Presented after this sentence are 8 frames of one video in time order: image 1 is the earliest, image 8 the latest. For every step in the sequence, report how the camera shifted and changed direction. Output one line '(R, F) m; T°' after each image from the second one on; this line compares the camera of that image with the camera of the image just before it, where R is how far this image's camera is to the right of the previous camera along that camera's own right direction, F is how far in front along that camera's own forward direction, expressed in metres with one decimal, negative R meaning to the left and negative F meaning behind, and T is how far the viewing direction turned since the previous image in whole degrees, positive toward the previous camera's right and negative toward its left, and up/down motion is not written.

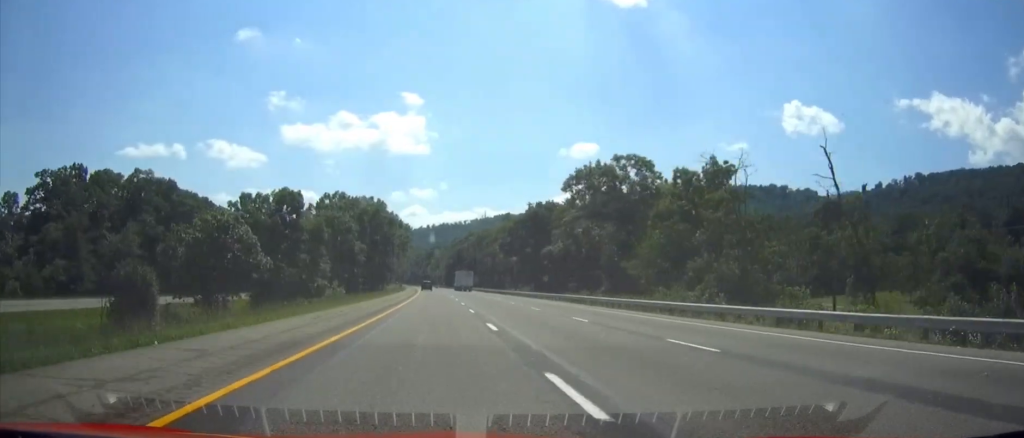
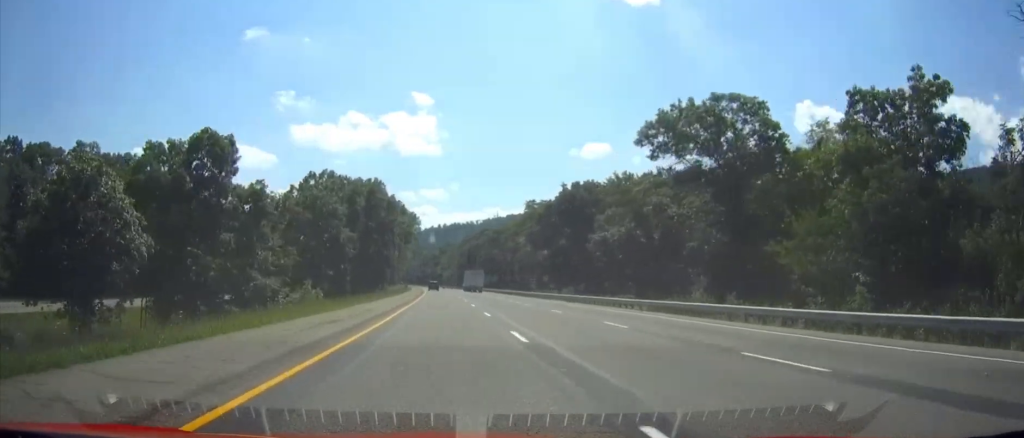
(-0.2, +28.0) m; -1°
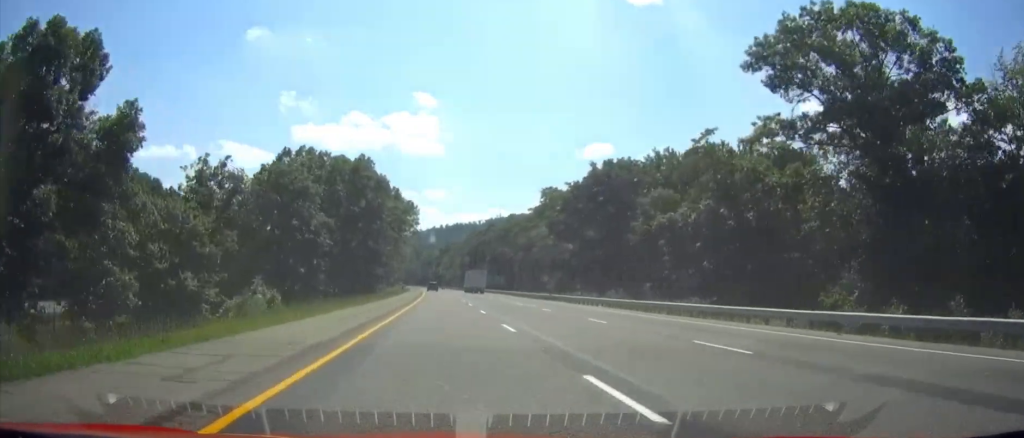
(-0.1, +21.0) m; 0°
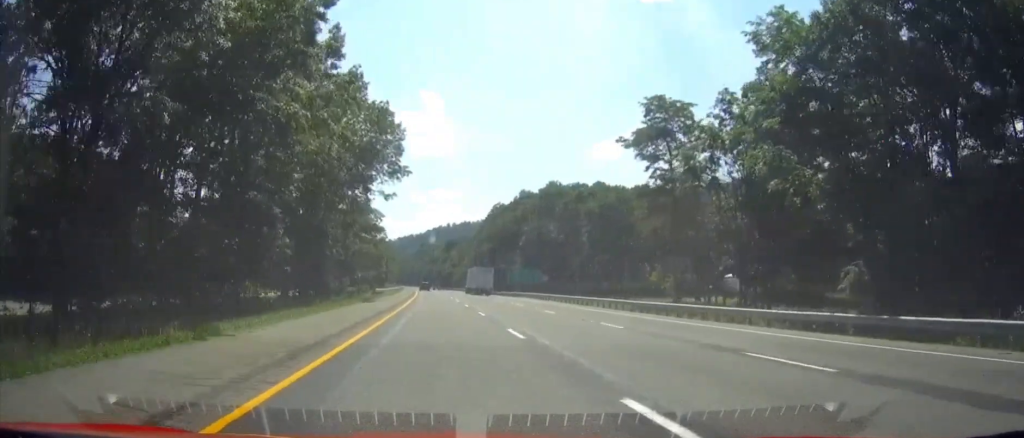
(-0.5, +63.3) m; -1°
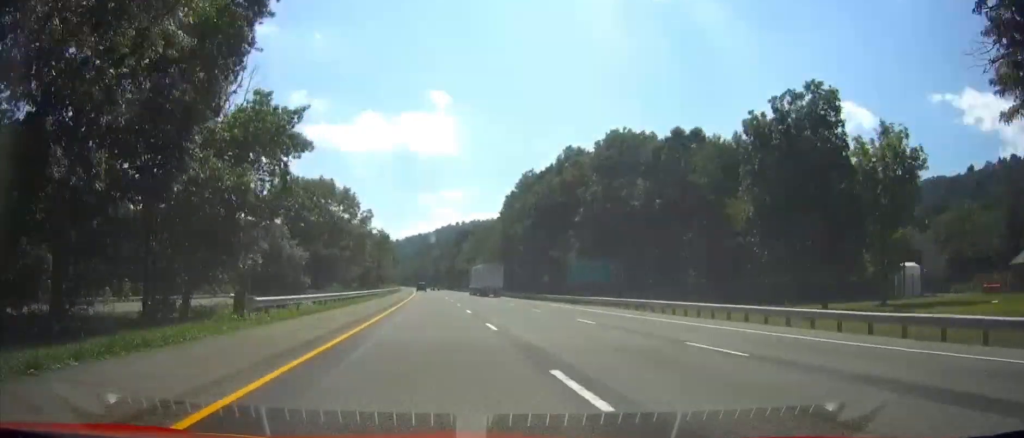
(-0.1, +45.9) m; -1°
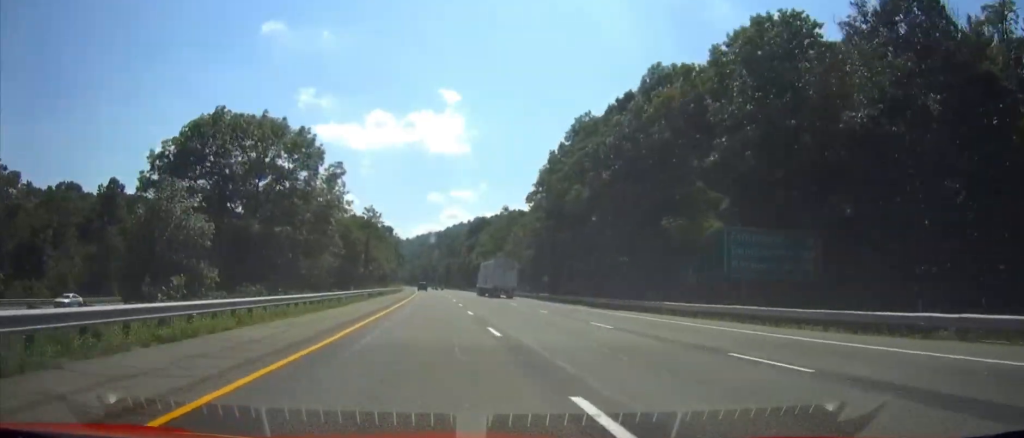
(-0.4, +39.0) m; -1°
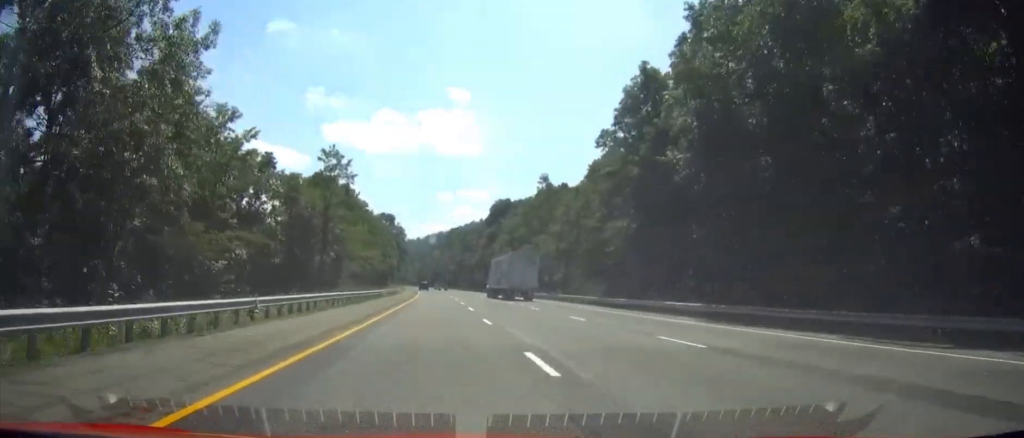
(-0.4, +43.9) m; -1°
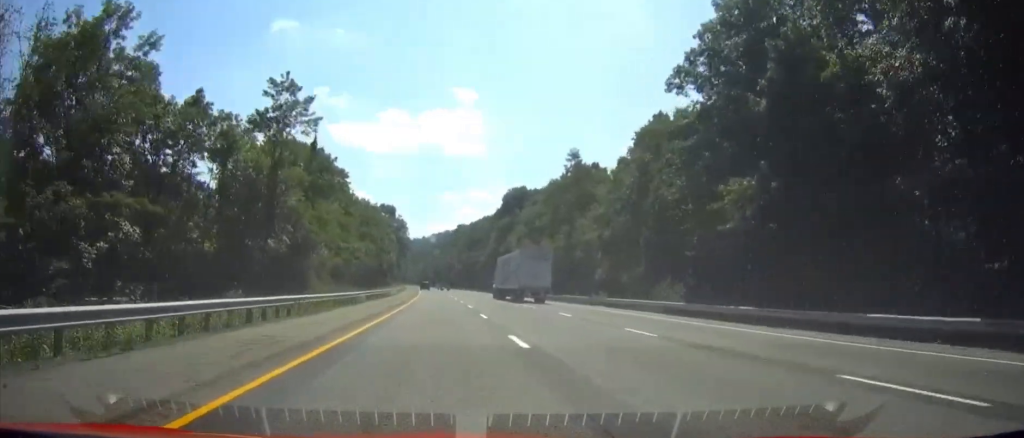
(-0.1, +20.2) m; 0°
